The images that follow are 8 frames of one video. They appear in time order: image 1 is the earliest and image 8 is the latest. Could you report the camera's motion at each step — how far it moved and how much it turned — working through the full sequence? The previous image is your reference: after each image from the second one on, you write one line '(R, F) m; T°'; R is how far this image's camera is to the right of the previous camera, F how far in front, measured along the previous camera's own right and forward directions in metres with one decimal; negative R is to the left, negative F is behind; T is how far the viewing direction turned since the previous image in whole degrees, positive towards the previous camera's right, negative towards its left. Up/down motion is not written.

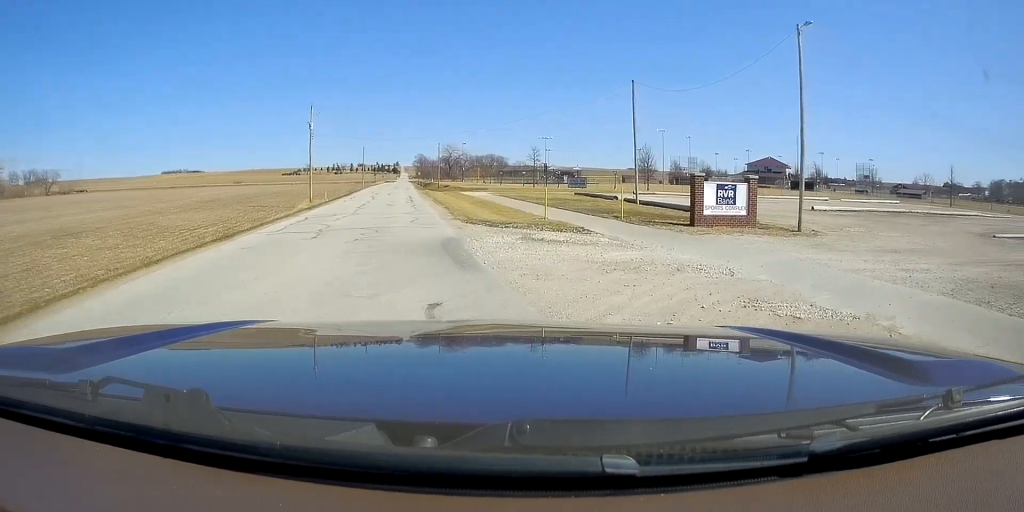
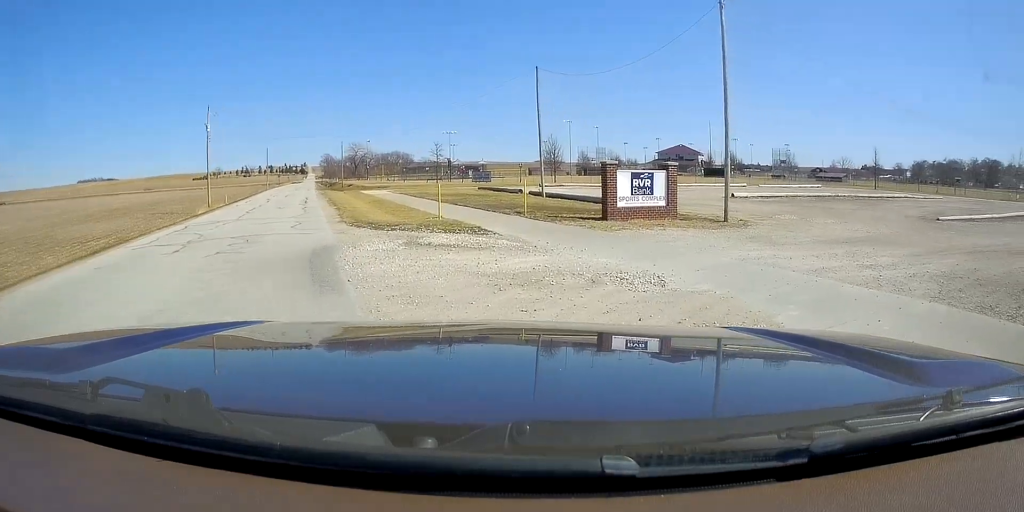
(+0.2, +2.5) m; +8°
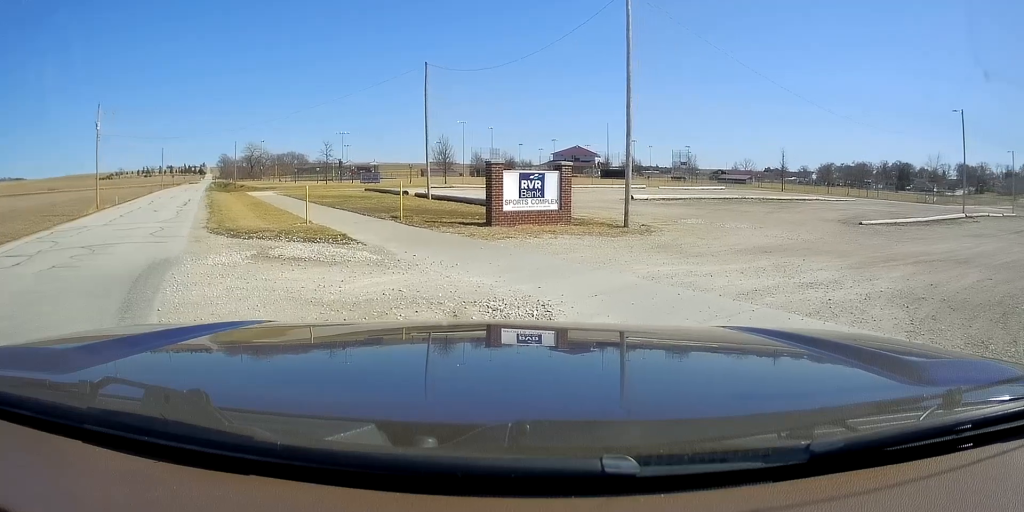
(0.0, +2.3) m; +9°
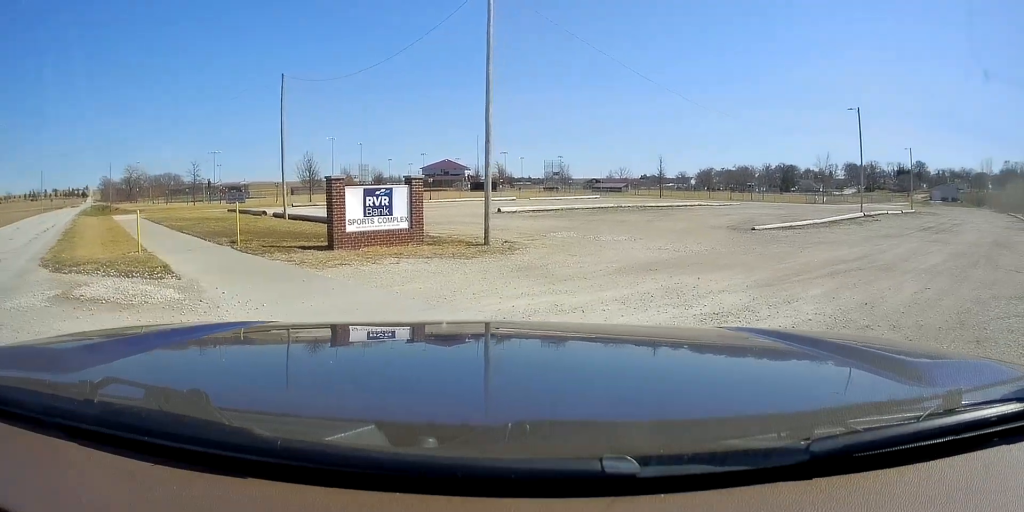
(+0.4, +2.2) m; +15°
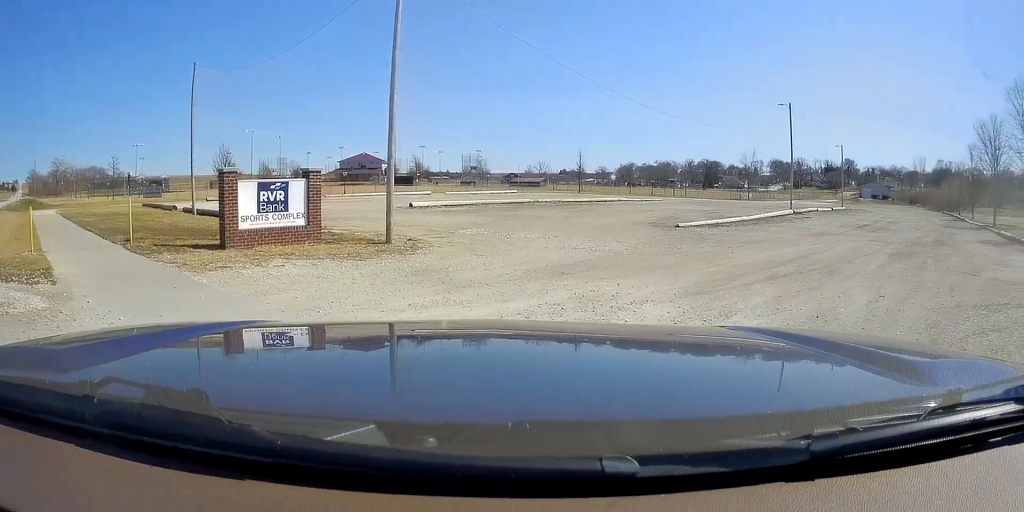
(0.0, +1.4) m; +9°
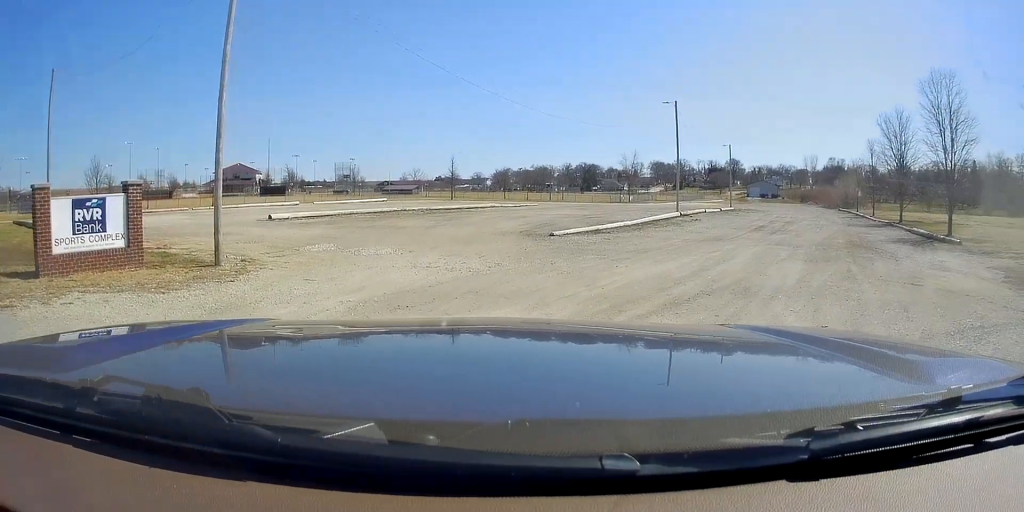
(+0.4, +2.8) m; +20°
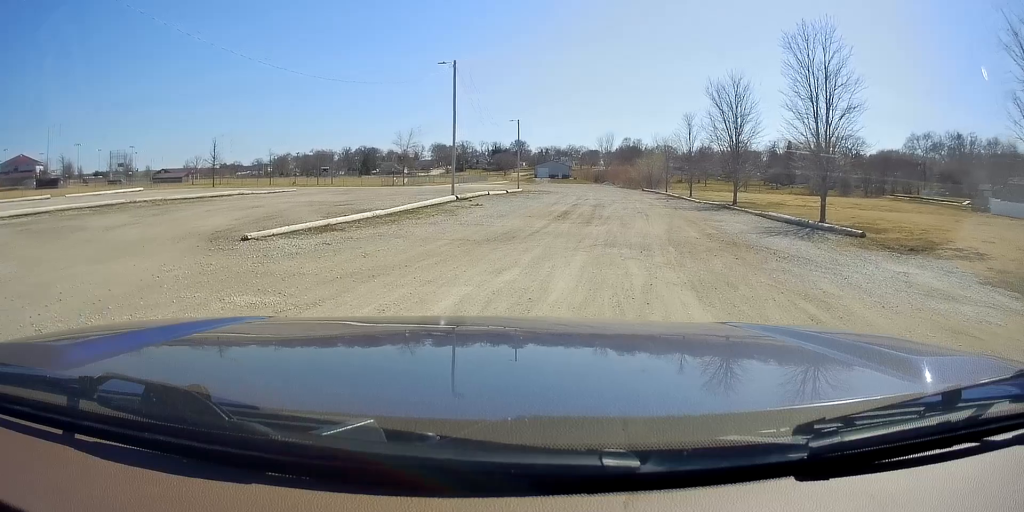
(+1.4, +9.2) m; +12°
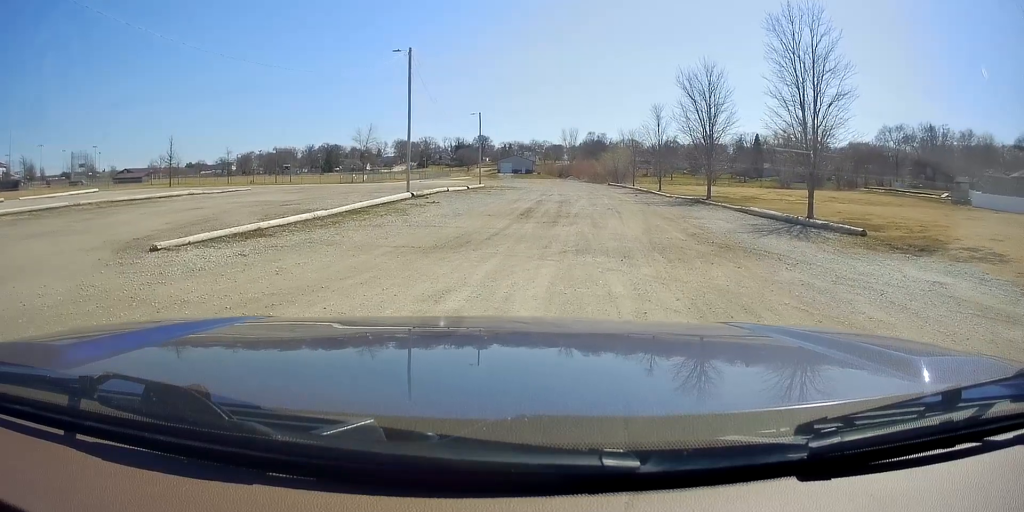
(+0.1, +2.4) m; +2°
